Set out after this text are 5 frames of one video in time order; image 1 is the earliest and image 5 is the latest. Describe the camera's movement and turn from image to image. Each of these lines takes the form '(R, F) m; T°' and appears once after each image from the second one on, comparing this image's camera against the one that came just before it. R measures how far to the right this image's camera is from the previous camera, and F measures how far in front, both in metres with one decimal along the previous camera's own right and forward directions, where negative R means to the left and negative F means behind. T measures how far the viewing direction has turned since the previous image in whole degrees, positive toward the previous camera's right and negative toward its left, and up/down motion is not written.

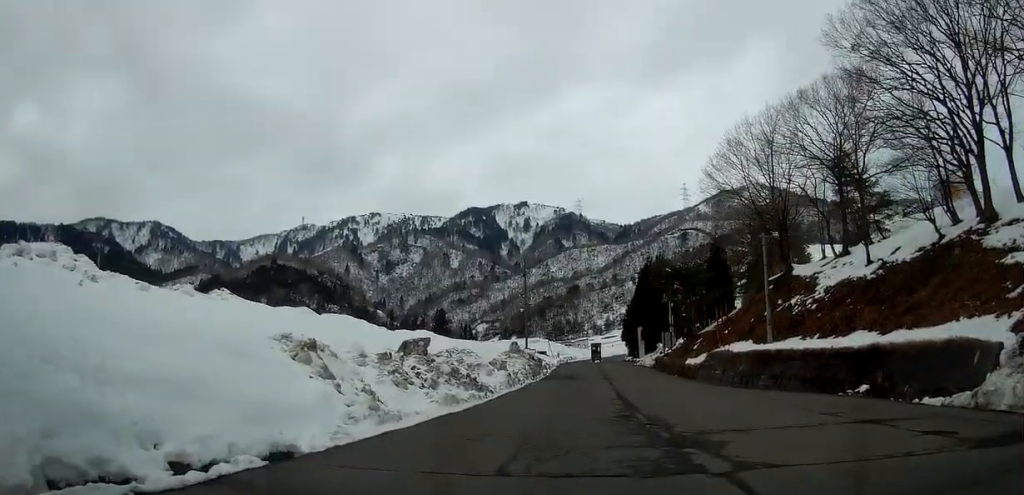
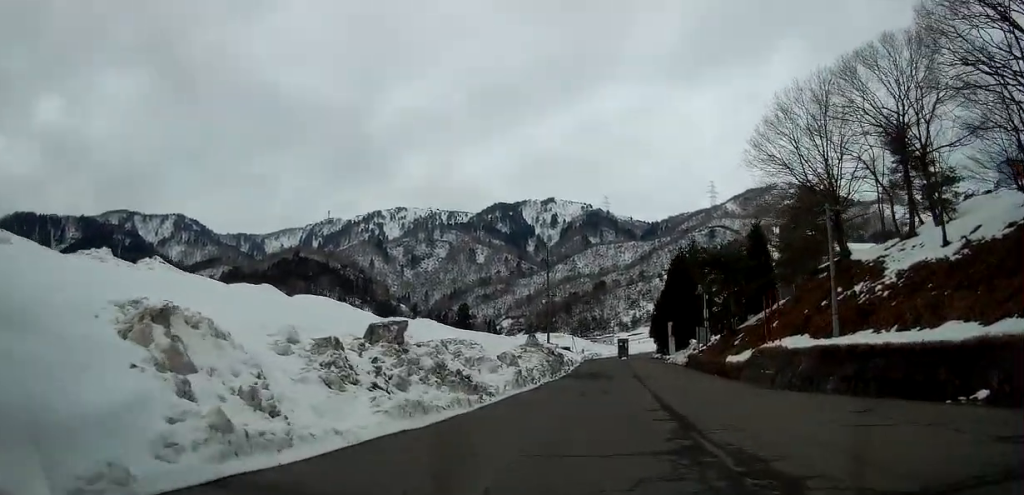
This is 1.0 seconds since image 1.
(+0.2, +7.2) m; +2°
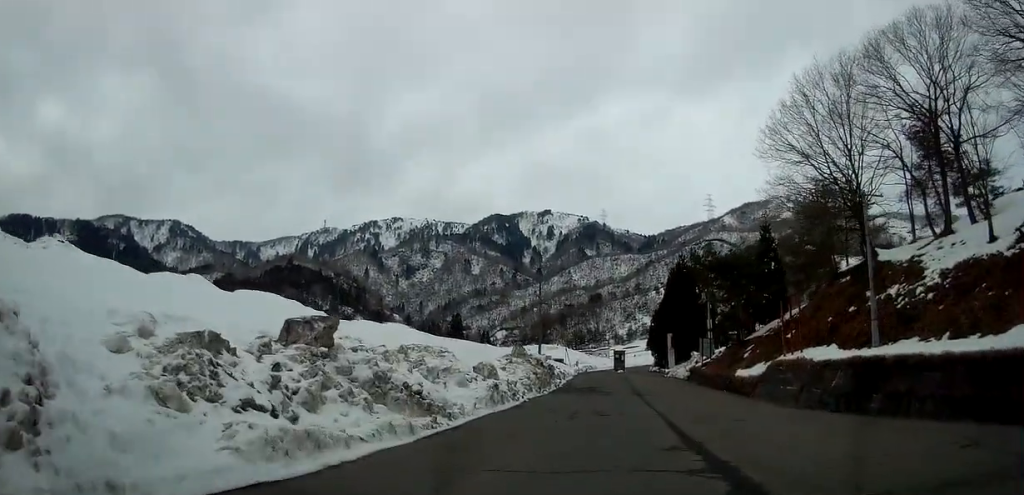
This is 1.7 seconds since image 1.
(0.0, +5.5) m; +1°
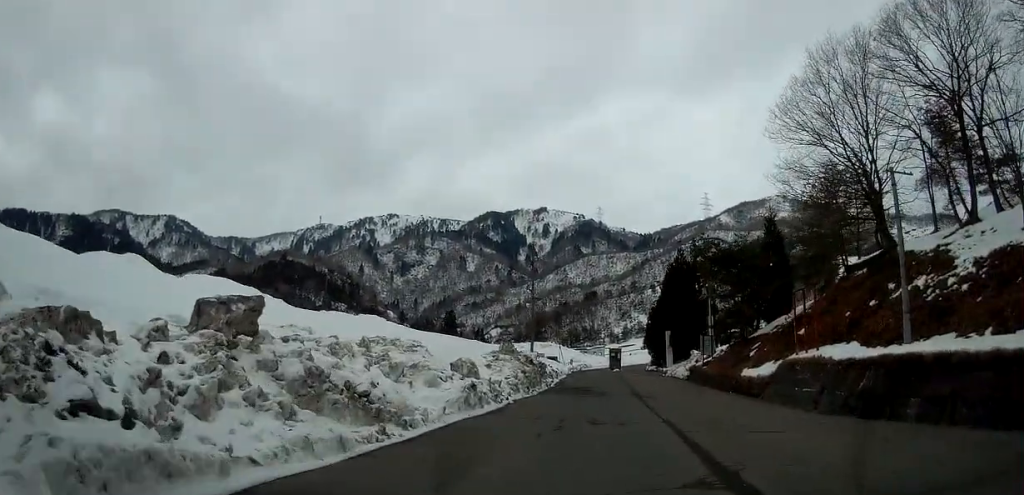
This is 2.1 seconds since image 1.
(0.0, +3.6) m; 0°
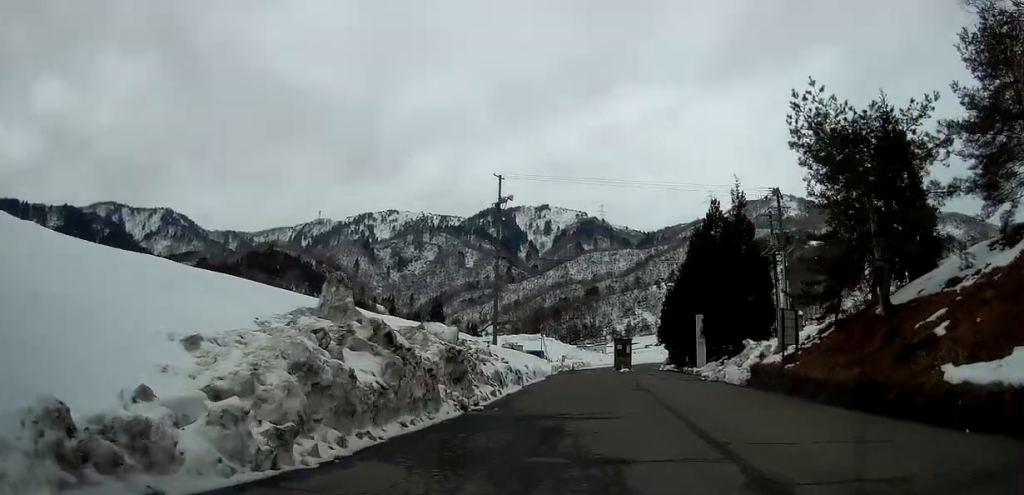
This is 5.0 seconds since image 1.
(+0.2, +26.5) m; 0°
